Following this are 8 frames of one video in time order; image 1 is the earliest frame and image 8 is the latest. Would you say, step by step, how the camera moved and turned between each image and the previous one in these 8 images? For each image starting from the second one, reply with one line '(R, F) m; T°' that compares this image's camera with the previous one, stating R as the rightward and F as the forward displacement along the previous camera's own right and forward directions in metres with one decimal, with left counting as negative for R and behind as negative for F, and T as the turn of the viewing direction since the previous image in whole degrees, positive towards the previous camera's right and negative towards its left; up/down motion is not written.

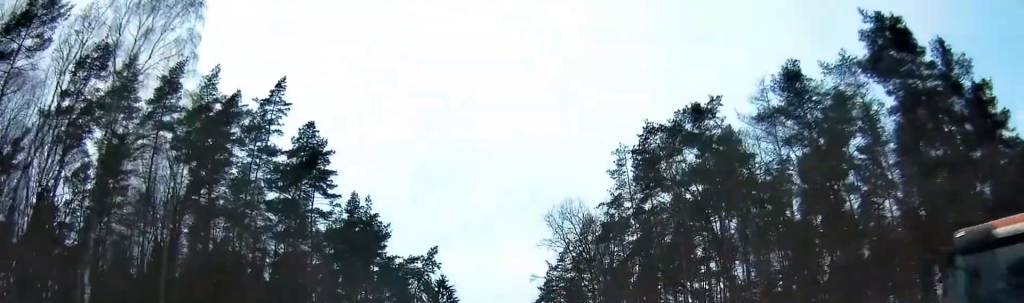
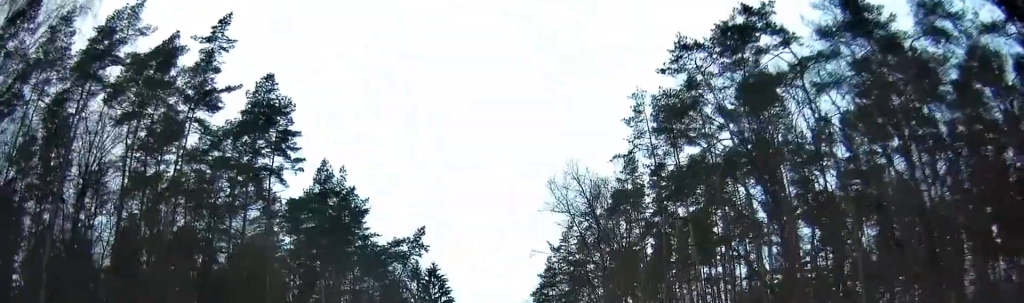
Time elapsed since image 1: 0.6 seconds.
(-0.4, +10.1) m; -1°
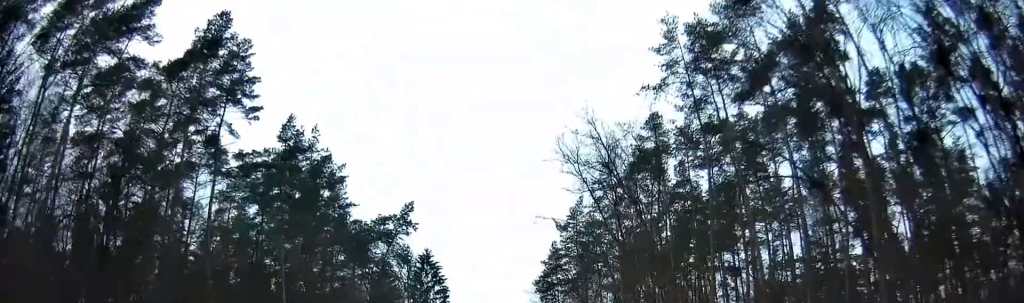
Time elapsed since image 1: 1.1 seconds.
(-0.2, +10.1) m; -1°
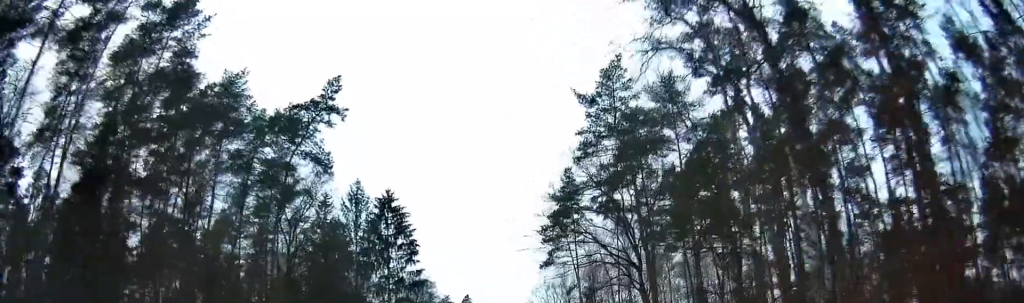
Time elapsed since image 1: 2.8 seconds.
(+0.8, +30.0) m; +1°
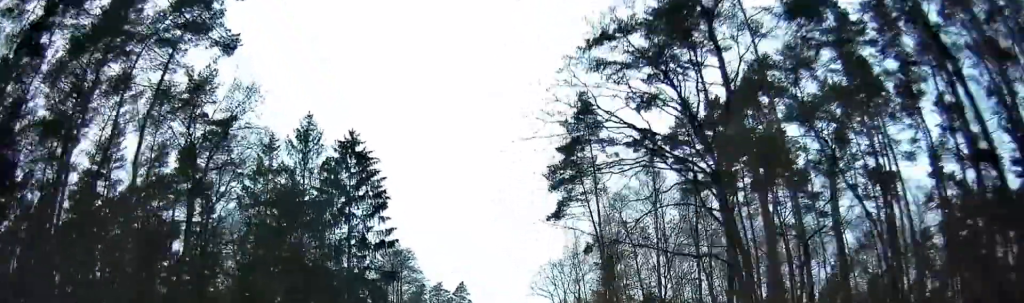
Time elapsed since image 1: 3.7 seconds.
(-0.3, +17.0) m; -1°
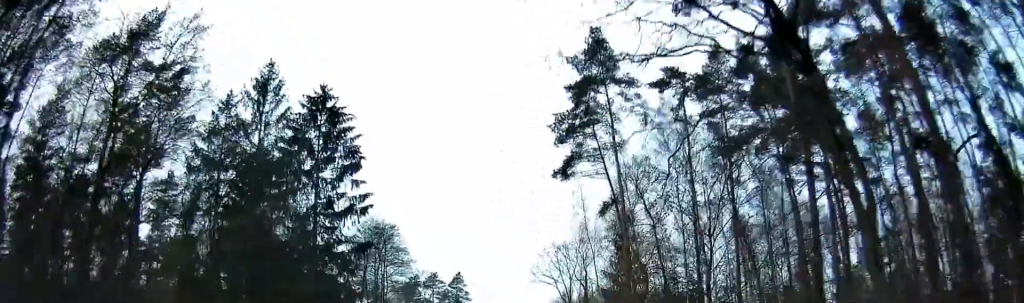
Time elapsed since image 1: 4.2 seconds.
(-0.1, +9.4) m; -1°
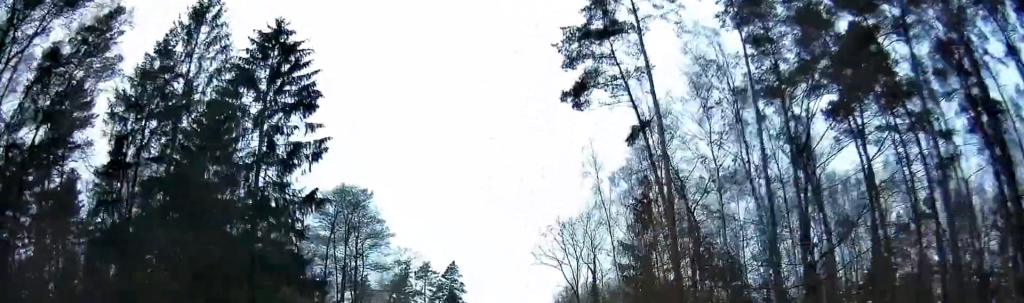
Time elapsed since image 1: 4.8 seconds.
(+0.1, +10.6) m; 0°
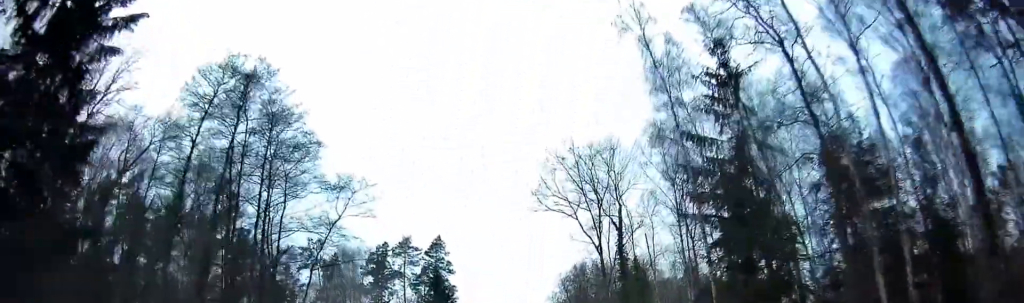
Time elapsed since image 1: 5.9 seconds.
(0.0, +20.6) m; +1°
